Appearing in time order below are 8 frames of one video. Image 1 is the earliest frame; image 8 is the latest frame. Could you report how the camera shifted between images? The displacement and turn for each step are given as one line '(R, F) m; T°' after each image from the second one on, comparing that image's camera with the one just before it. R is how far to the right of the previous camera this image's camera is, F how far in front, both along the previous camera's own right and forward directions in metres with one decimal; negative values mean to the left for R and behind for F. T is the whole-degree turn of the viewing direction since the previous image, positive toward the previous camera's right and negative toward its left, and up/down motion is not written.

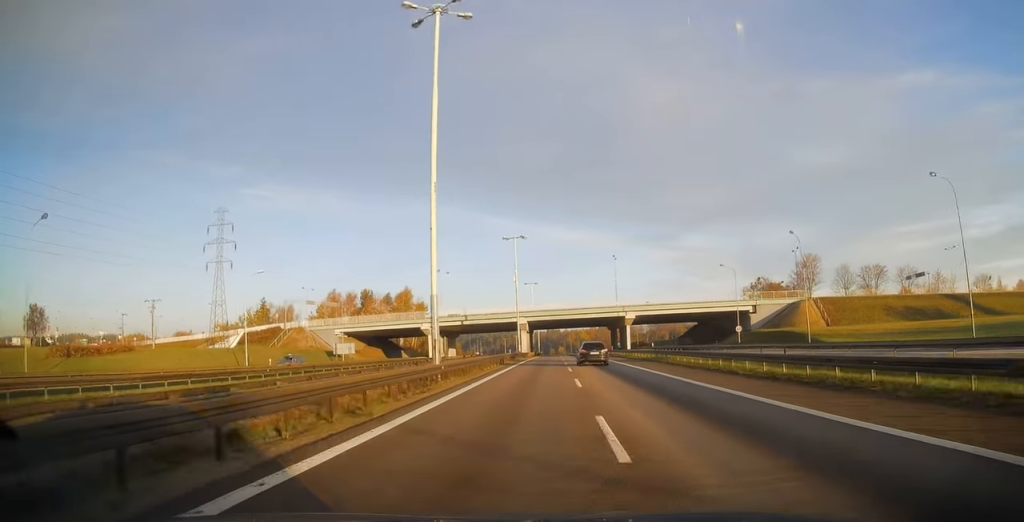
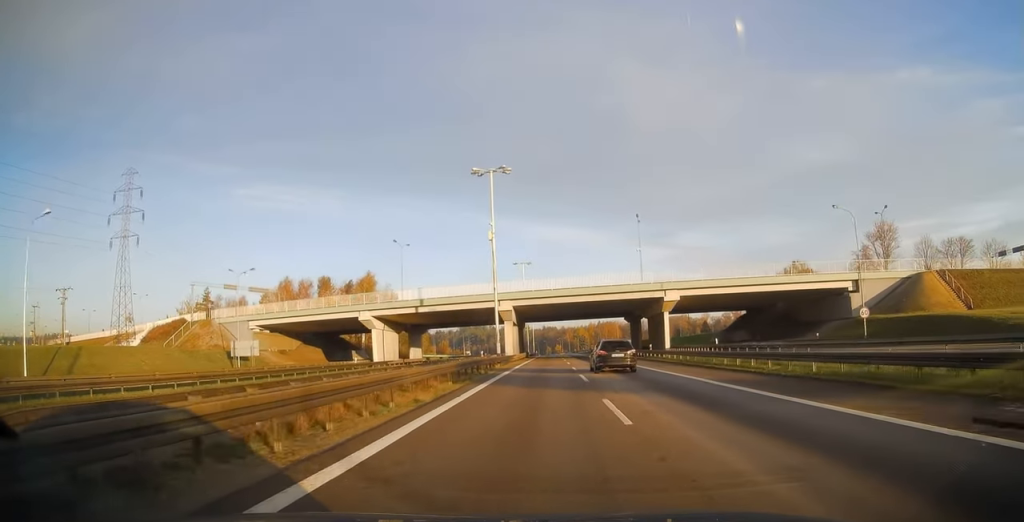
(0.0, +31.6) m; 0°
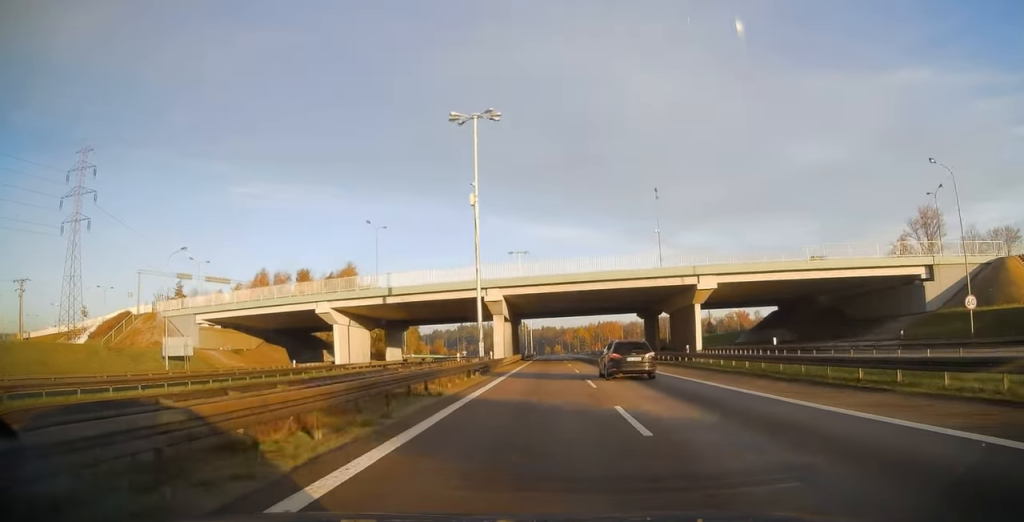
(+0.1, +12.8) m; 0°
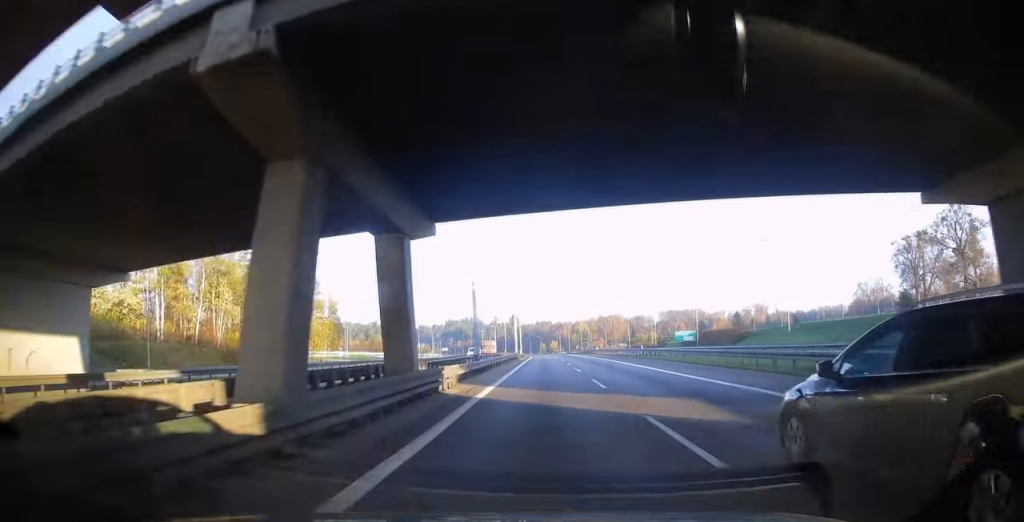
(0.0, +59.9) m; 0°
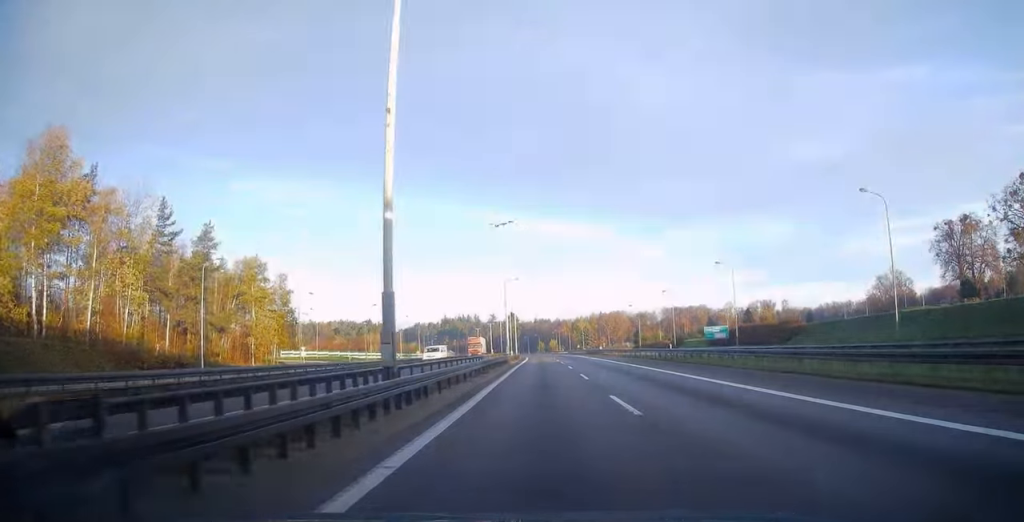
(+0.1, +18.7) m; 0°
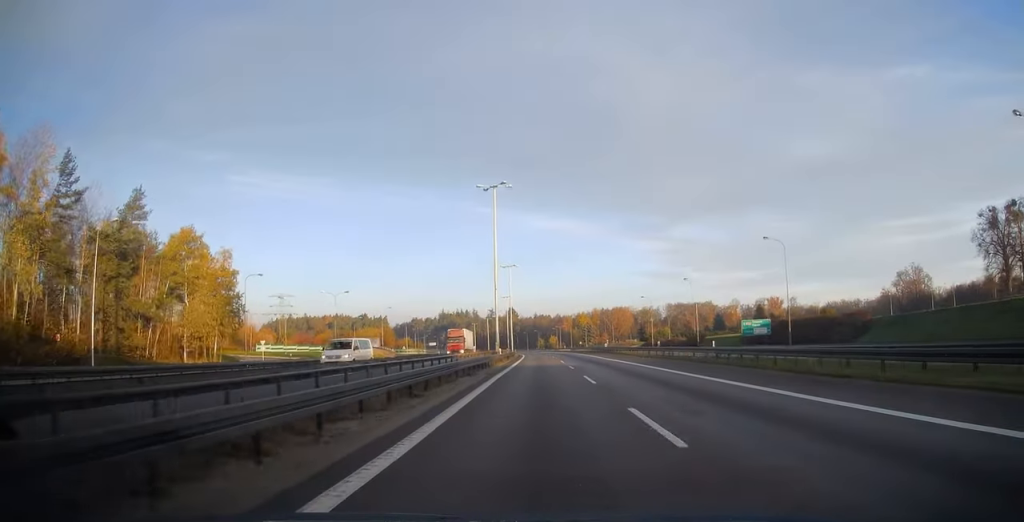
(0.0, +15.6) m; 0°
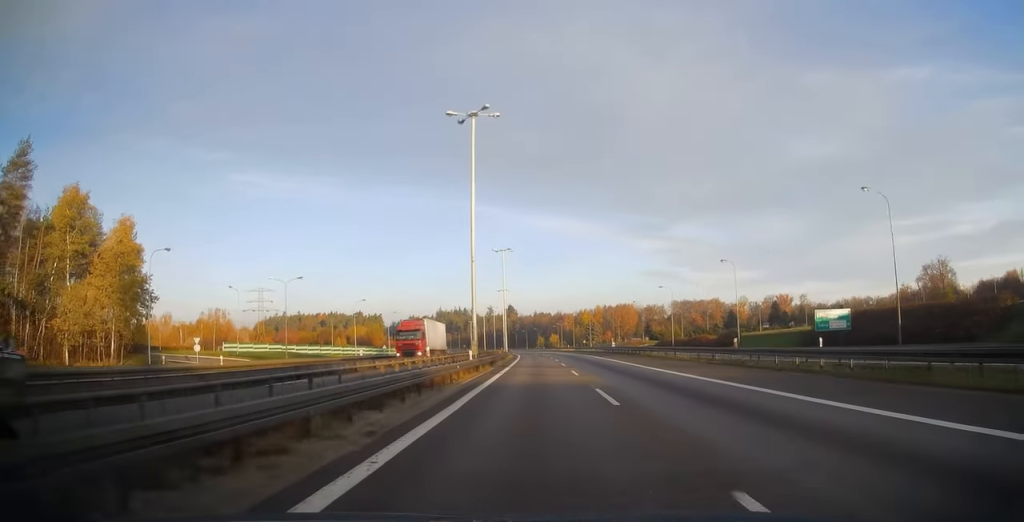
(0.0, +18.3) m; 0°
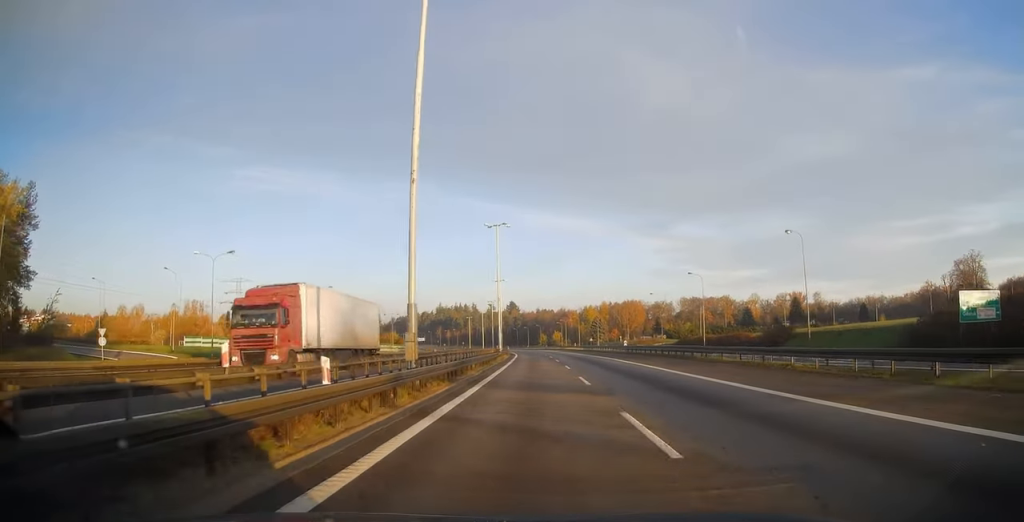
(0.0, +18.4) m; 0°
